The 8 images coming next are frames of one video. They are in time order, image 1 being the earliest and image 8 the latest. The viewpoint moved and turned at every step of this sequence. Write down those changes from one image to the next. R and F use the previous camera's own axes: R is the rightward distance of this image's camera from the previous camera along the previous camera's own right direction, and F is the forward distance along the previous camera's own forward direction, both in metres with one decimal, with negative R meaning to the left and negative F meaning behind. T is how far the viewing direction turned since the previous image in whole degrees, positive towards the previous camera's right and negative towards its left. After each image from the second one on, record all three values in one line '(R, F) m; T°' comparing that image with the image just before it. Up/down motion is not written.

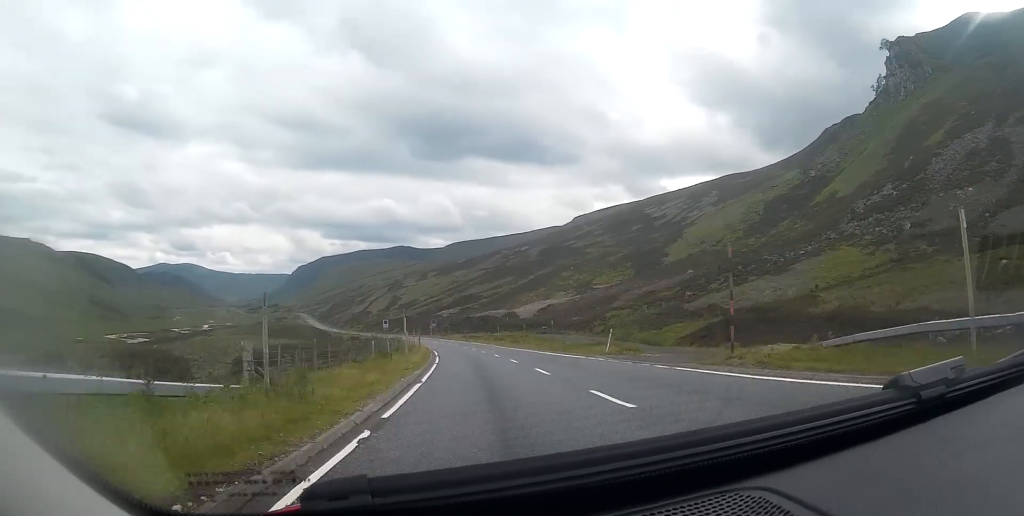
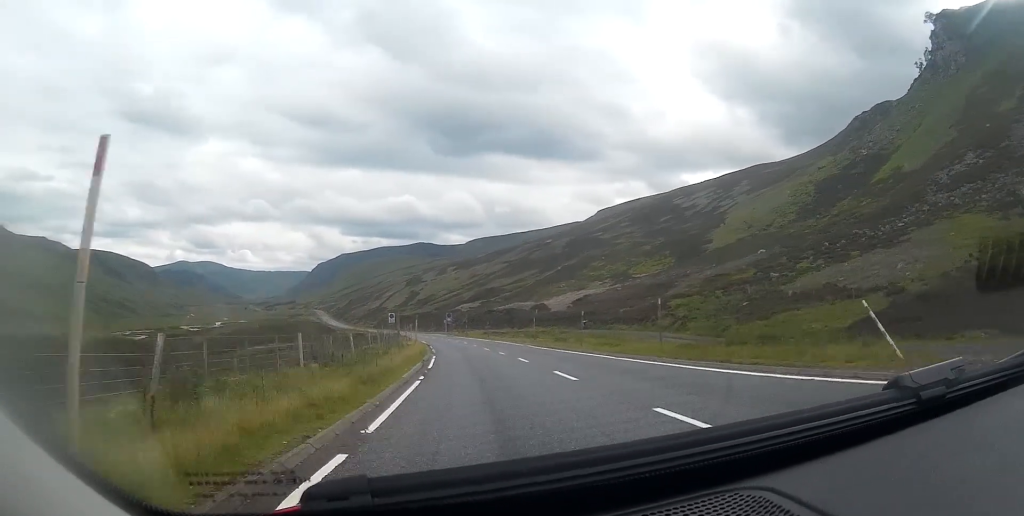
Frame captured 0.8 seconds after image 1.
(-0.7, +21.5) m; -2°
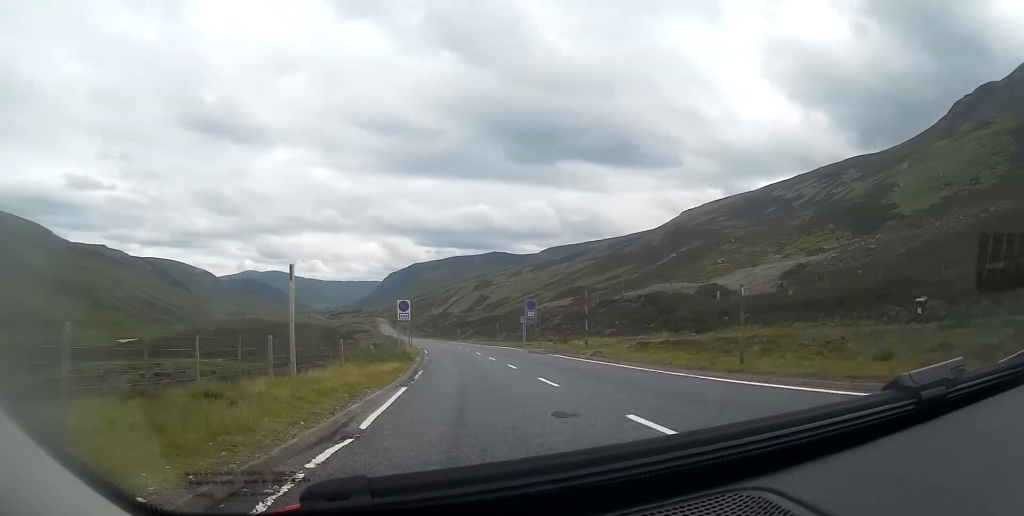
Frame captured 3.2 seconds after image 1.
(-3.5, +61.3) m; -7°
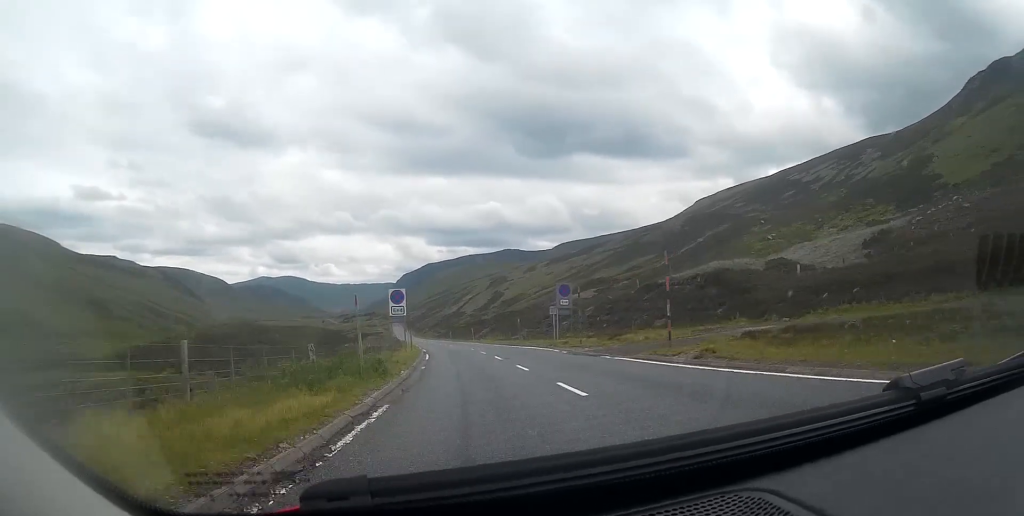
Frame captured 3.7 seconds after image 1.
(-0.2, +12.1) m; -1°
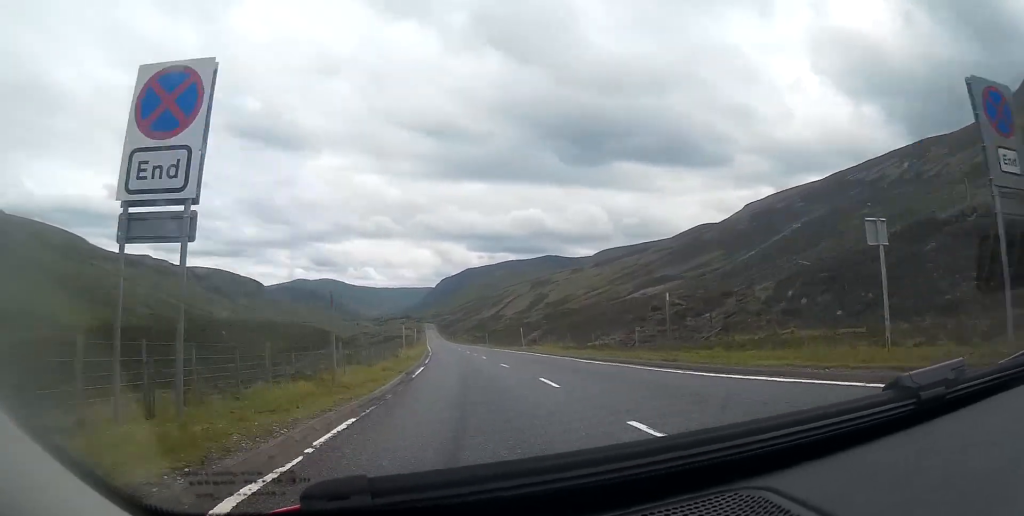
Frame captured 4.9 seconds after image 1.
(-1.0, +32.9) m; -4°
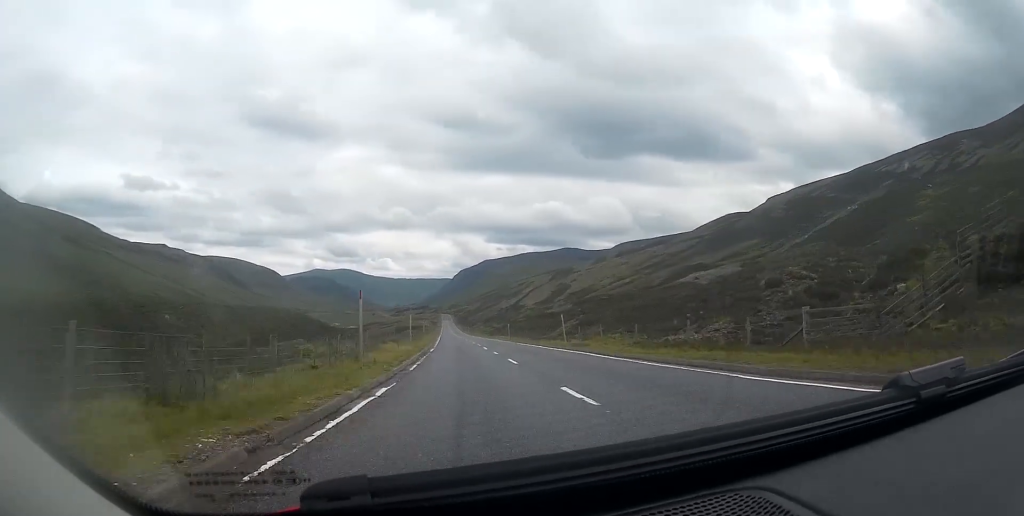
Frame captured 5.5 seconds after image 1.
(-0.2, +15.6) m; -2°
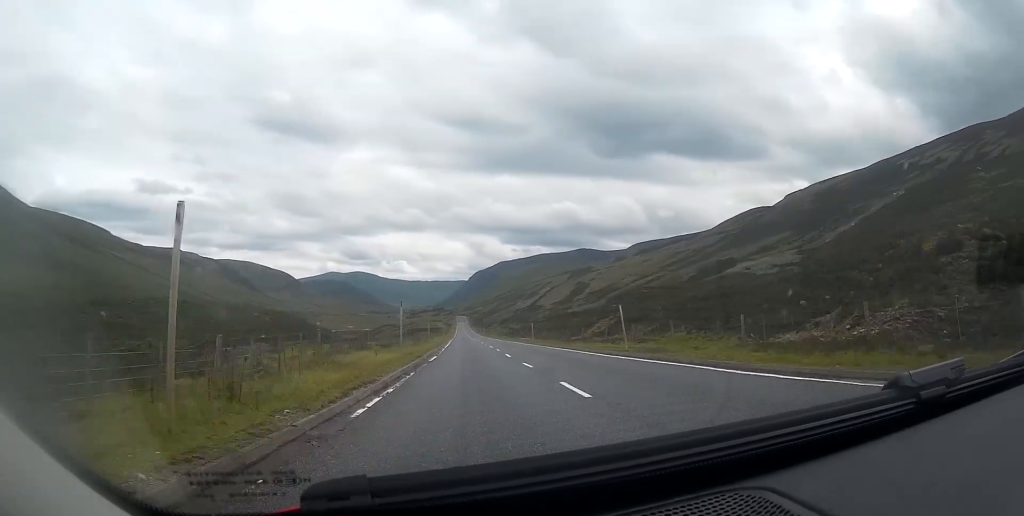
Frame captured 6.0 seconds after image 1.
(-0.2, +11.3) m; -1°
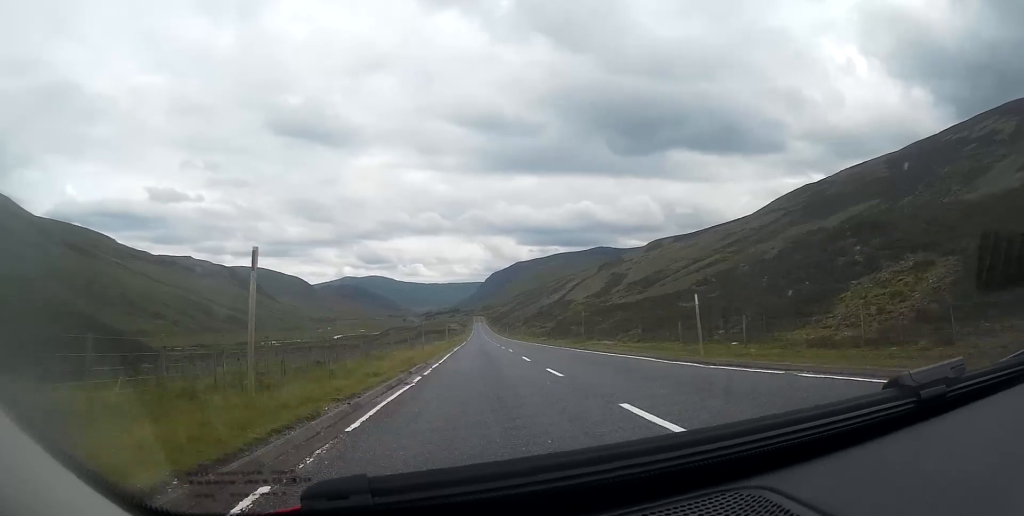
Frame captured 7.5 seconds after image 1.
(-0.8, +39.7) m; -1°
